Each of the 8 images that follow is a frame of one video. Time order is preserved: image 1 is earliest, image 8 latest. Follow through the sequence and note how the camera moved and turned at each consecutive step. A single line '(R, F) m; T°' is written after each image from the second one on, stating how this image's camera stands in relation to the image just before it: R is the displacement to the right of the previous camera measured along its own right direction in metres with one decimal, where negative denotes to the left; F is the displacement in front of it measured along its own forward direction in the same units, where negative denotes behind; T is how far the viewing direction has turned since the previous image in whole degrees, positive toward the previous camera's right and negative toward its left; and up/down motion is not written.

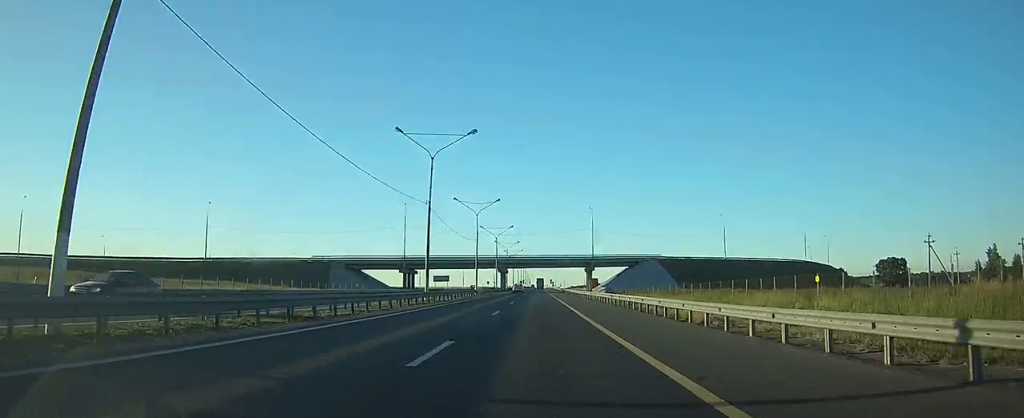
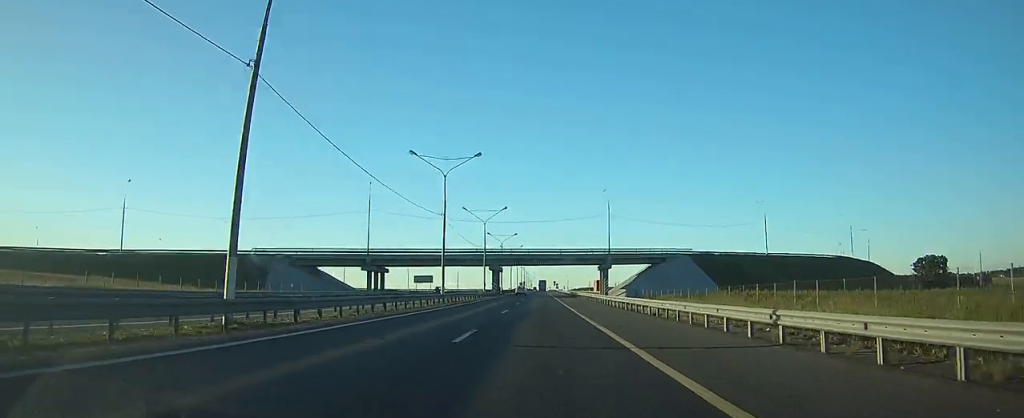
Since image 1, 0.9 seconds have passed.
(-0.2, +27.8) m; 0°
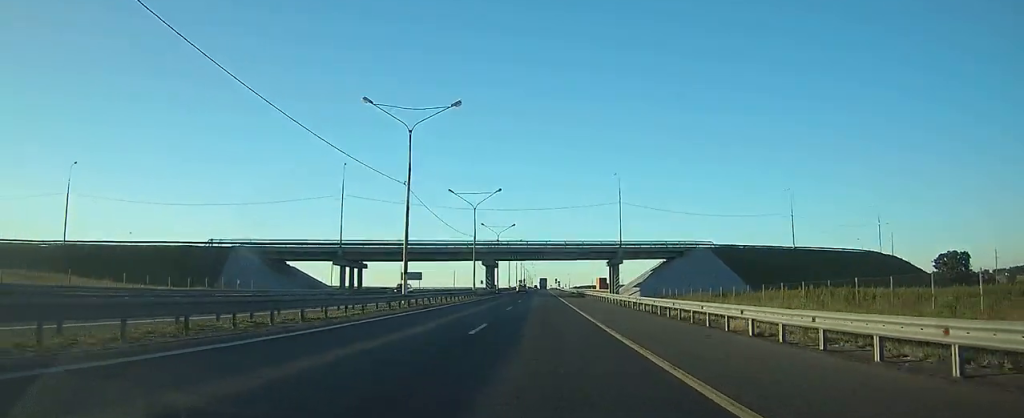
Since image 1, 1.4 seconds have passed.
(0.0, +13.8) m; 0°
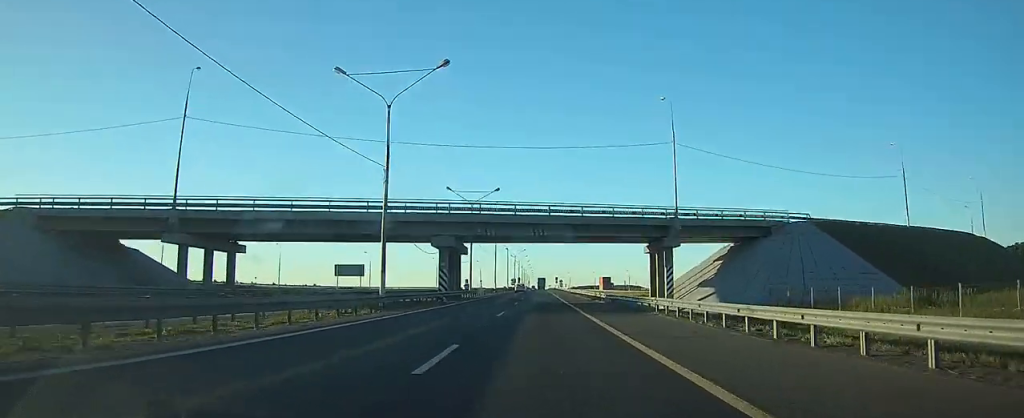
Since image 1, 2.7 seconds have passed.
(+0.2, +39.3) m; 0°
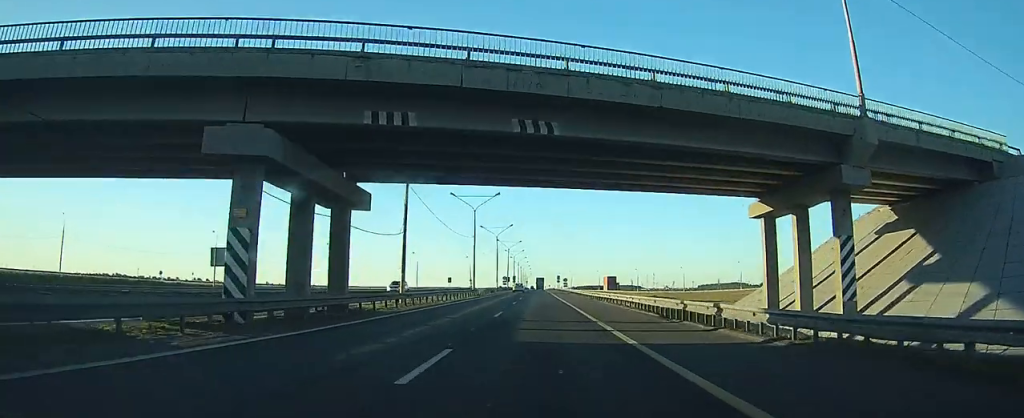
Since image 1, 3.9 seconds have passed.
(-0.1, +33.0) m; 0°
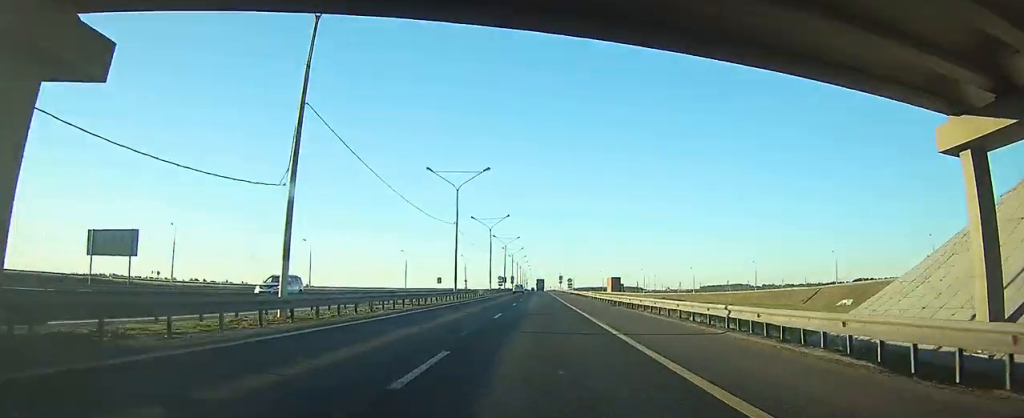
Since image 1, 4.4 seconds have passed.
(0.0, +16.4) m; 0°
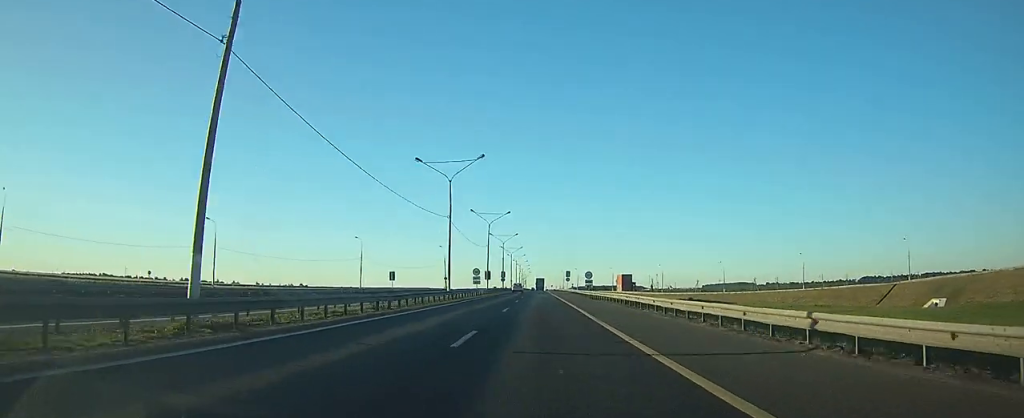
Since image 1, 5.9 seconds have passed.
(+0.1, +43.2) m; 0°
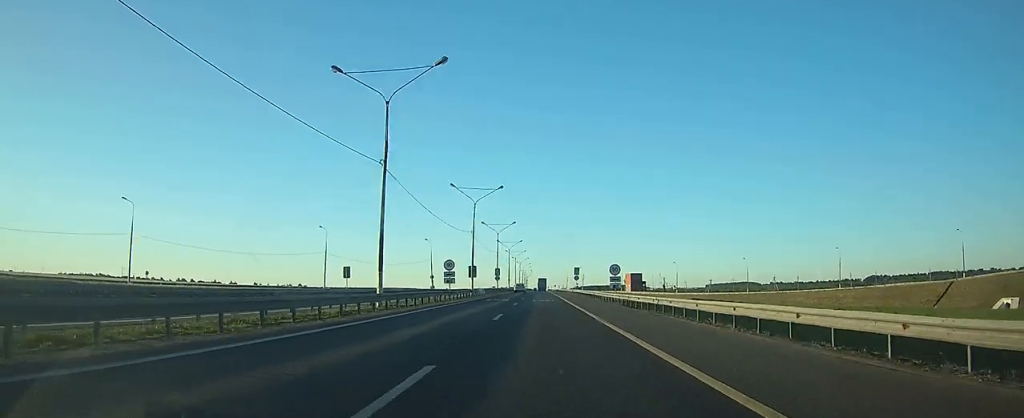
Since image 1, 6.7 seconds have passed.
(-0.1, +23.0) m; 0°
